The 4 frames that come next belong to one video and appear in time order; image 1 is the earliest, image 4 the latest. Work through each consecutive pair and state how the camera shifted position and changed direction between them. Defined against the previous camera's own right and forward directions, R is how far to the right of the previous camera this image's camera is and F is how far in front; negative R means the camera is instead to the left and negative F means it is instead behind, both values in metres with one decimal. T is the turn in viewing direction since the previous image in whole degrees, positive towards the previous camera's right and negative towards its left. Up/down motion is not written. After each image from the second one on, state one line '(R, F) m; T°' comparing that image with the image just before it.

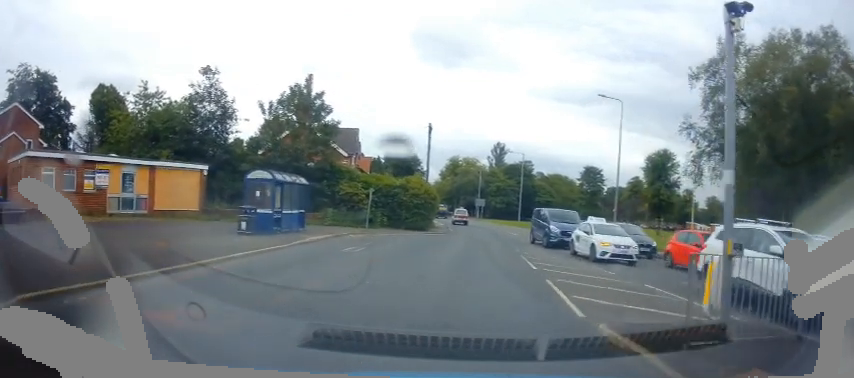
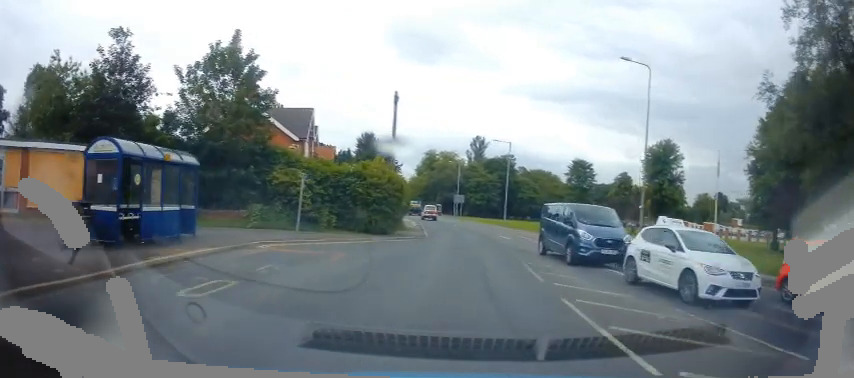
(+0.1, +8.6) m; +1°
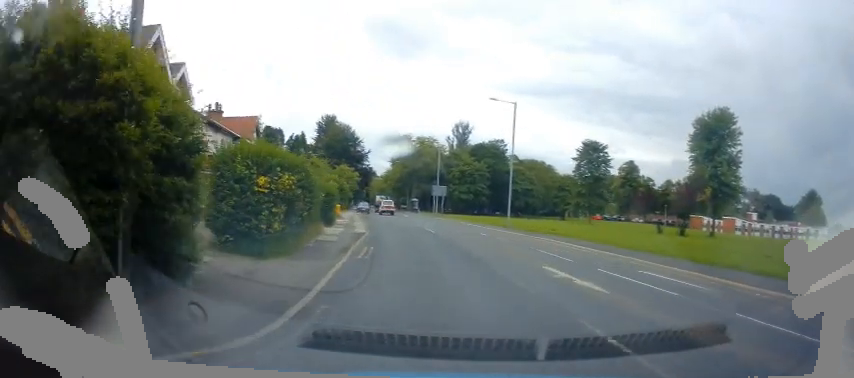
(+0.1, +19.5) m; 0°
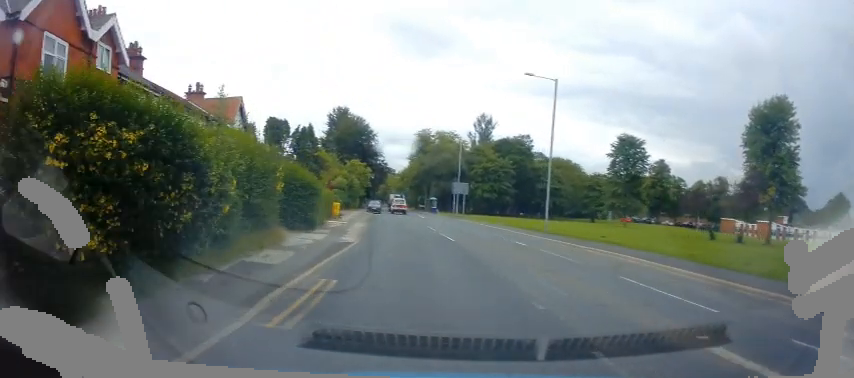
(0.0, +7.4) m; -1°
